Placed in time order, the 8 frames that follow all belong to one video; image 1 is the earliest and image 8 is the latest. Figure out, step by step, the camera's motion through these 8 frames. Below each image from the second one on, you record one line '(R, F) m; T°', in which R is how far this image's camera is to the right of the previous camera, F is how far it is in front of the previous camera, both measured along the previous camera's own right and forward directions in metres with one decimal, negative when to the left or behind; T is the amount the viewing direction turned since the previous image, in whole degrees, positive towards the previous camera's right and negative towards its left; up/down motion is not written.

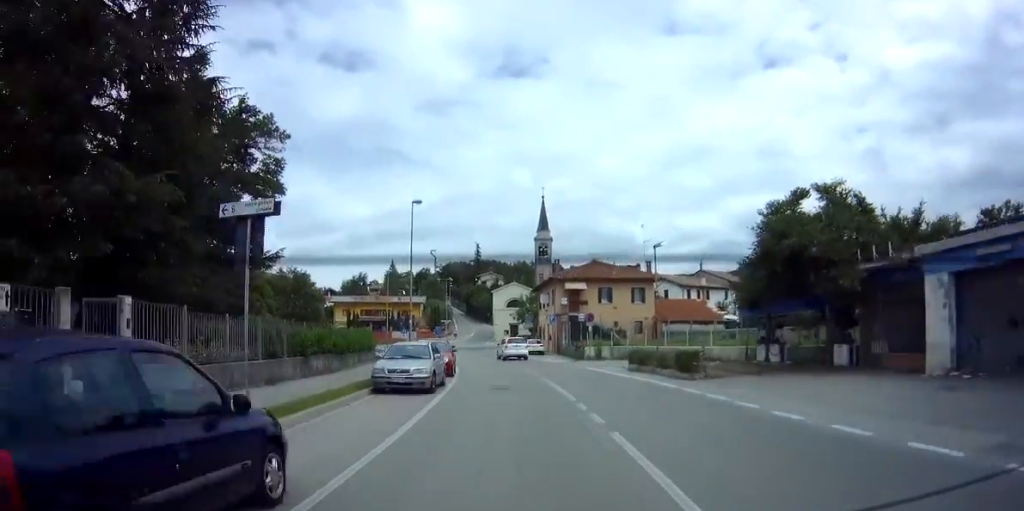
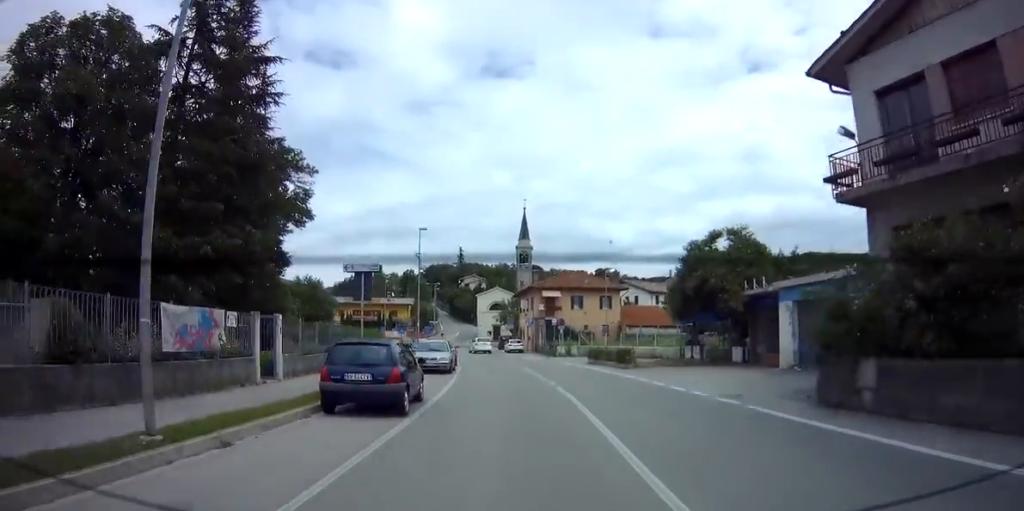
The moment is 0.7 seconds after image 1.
(+0.1, +8.3) m; +2°
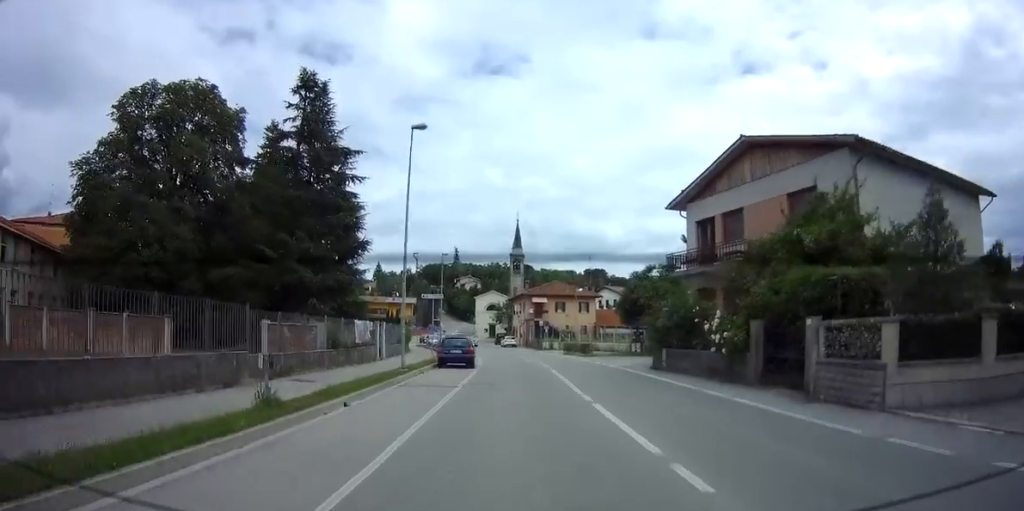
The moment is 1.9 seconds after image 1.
(+0.4, +14.5) m; 0°
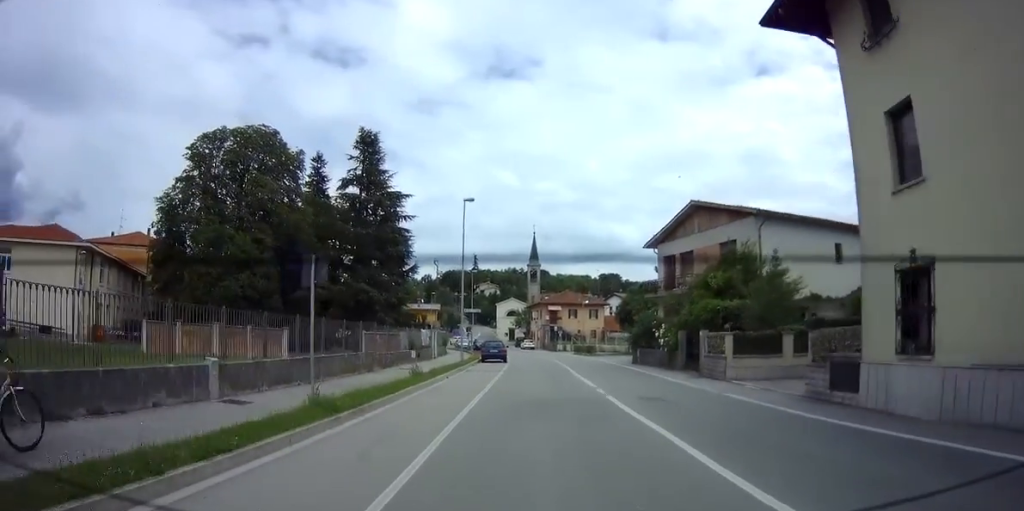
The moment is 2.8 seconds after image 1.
(-0.2, +10.6) m; -2°
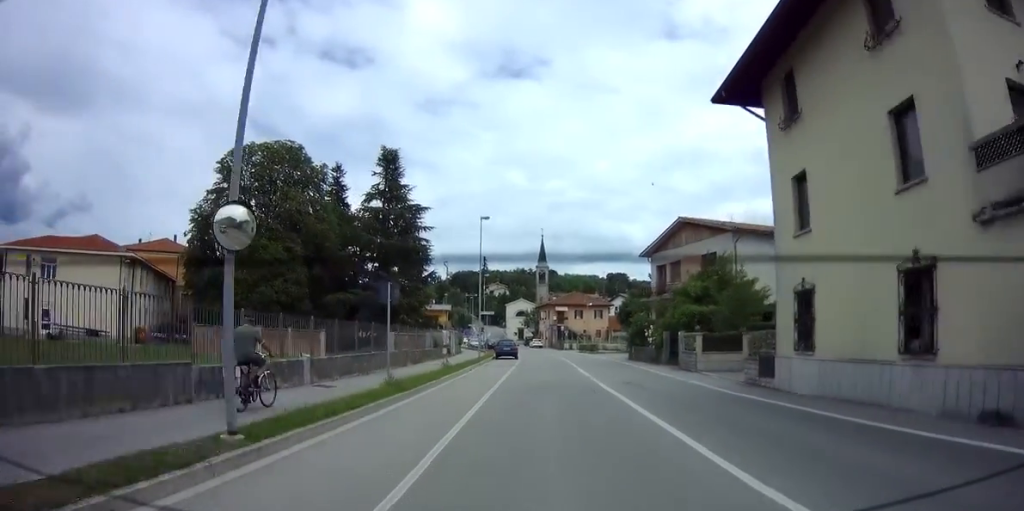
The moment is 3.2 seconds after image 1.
(+0.1, +5.3) m; -1°
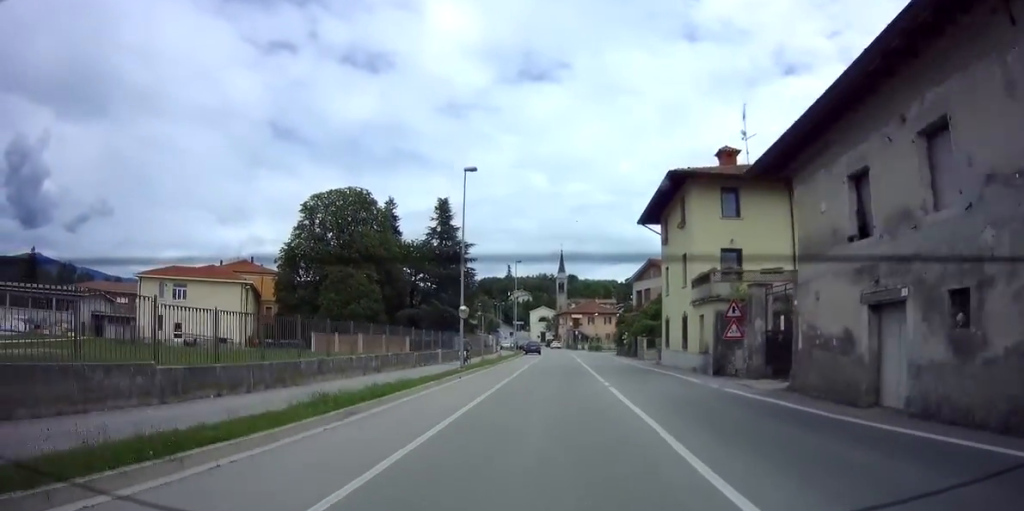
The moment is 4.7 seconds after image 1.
(-0.7, +18.3) m; -2°
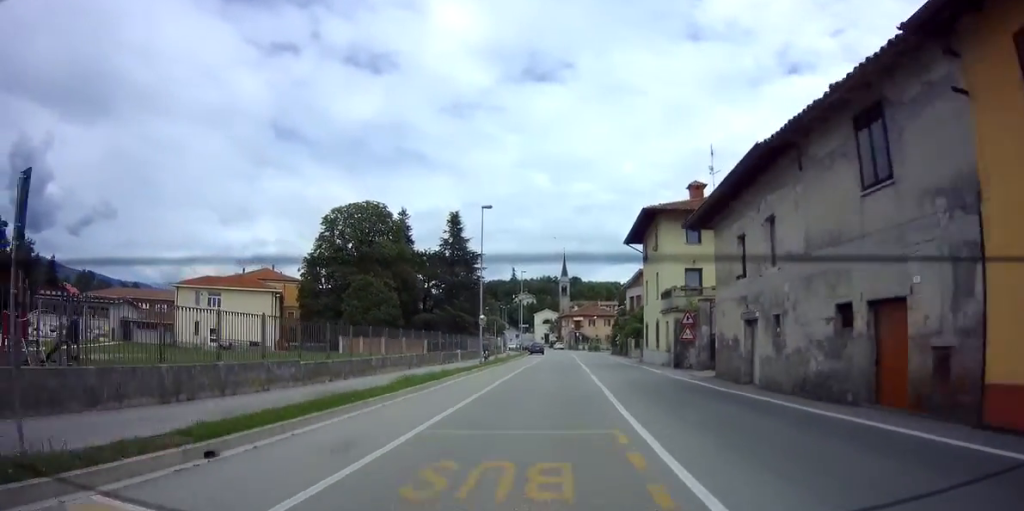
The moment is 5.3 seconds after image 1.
(0.0, +7.0) m; 0°
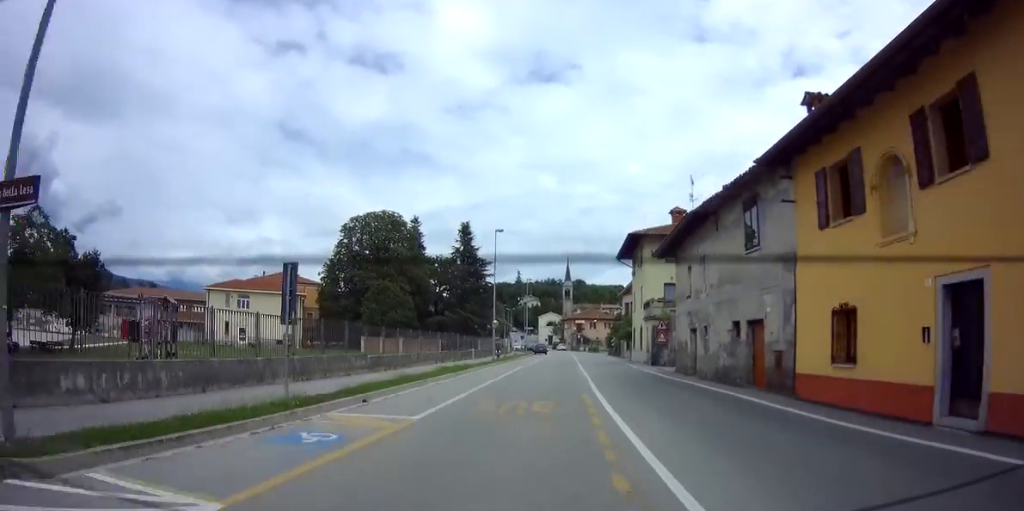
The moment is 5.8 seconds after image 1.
(0.0, +6.7) m; -1°
